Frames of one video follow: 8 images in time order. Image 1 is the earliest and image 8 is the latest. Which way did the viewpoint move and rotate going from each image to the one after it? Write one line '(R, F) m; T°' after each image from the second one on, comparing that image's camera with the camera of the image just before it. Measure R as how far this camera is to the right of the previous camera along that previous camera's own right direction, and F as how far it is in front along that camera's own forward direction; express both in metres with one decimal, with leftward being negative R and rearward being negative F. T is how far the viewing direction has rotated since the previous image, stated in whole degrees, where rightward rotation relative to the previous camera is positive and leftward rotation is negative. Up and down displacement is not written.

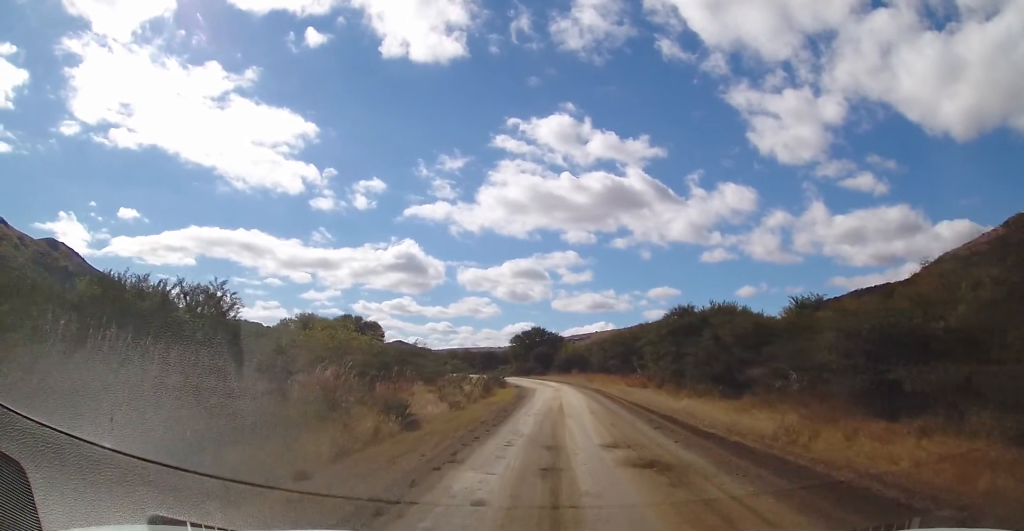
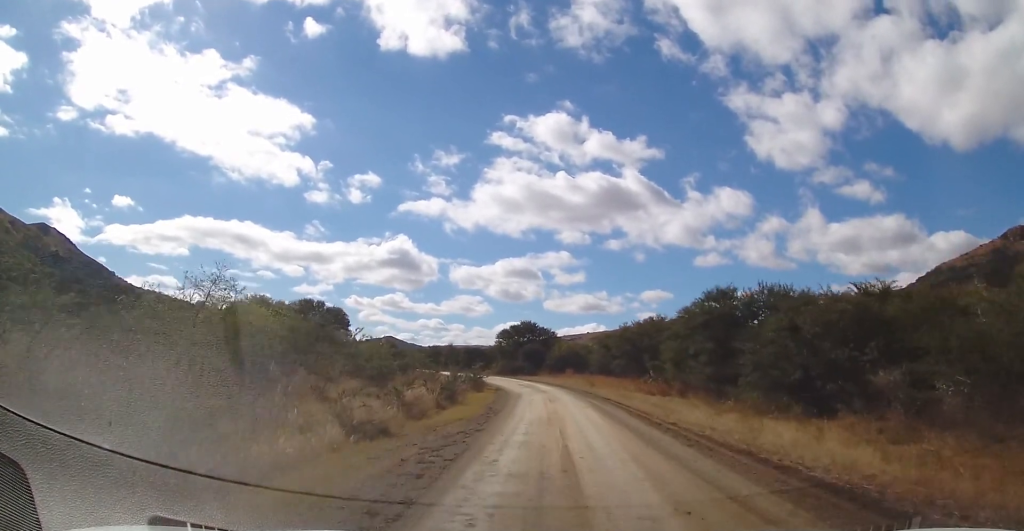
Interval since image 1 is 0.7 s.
(0.0, +13.5) m; -1°
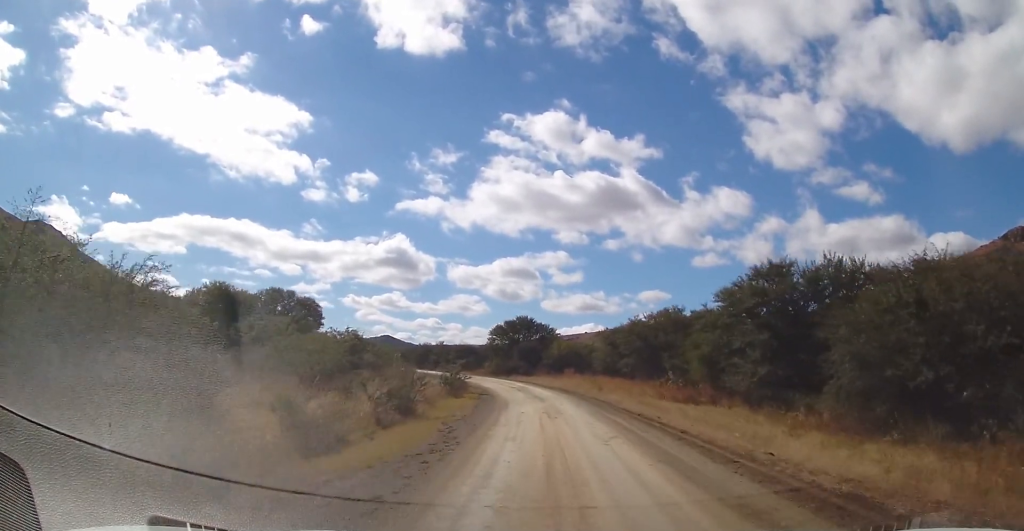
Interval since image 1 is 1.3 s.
(+0.1, +9.7) m; -1°
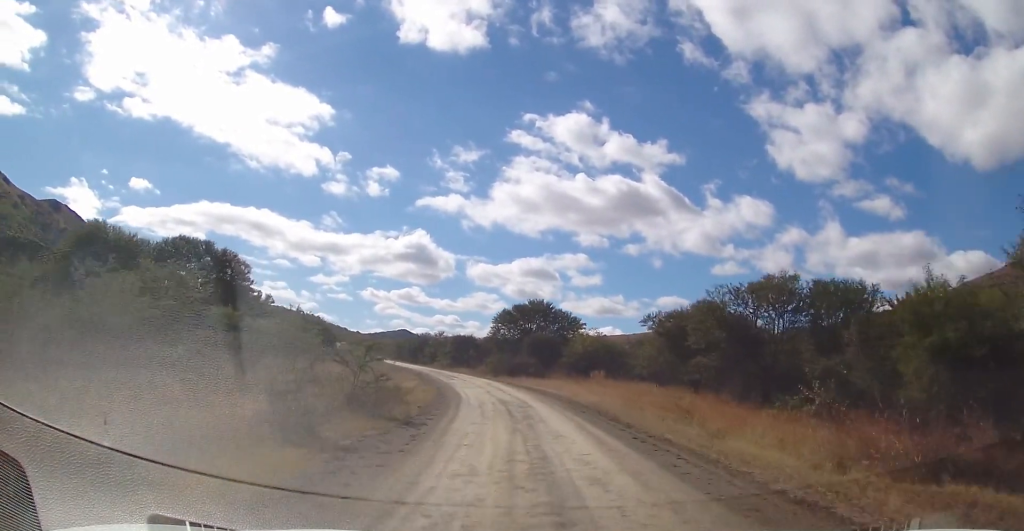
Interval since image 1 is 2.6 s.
(-0.5, +23.3) m; -2°
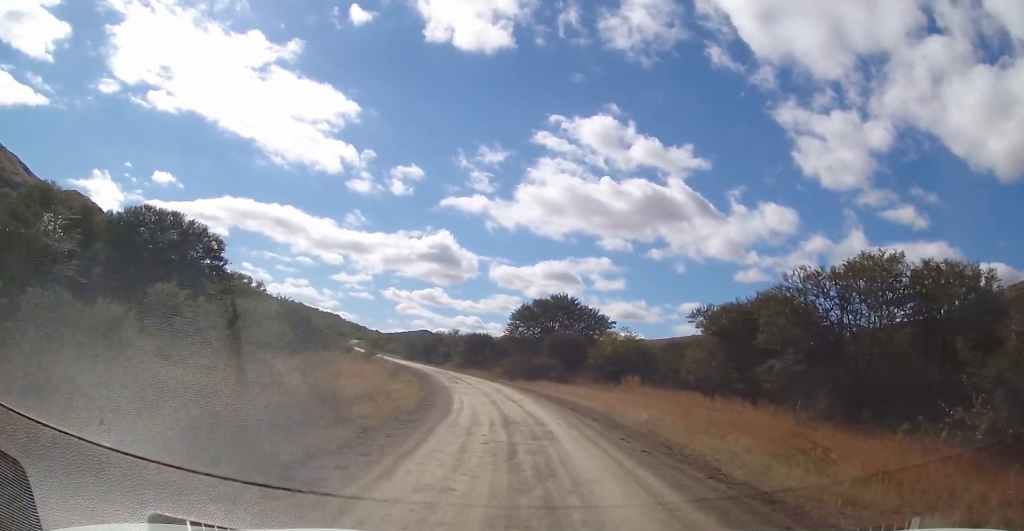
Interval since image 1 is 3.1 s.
(+0.1, +8.6) m; -1°
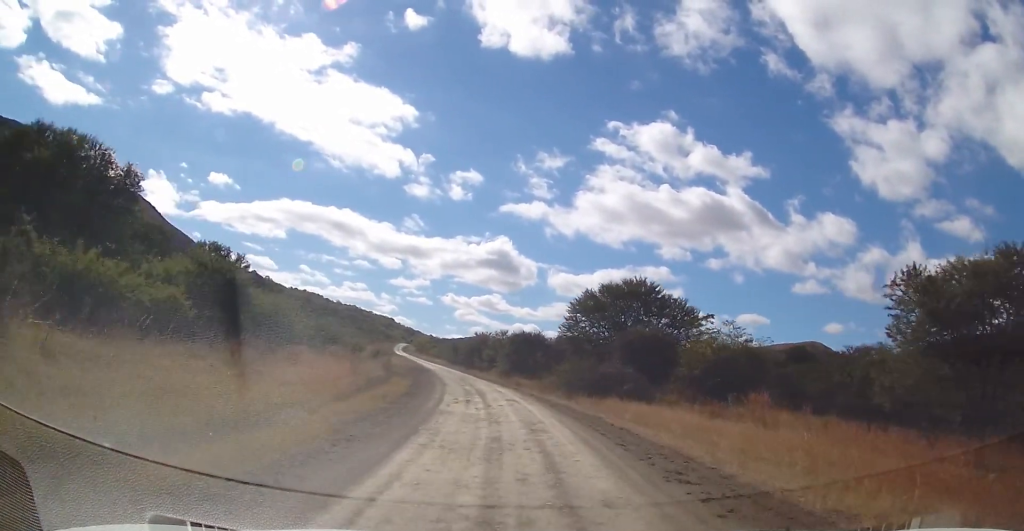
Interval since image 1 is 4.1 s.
(-0.6, +17.3) m; -6°
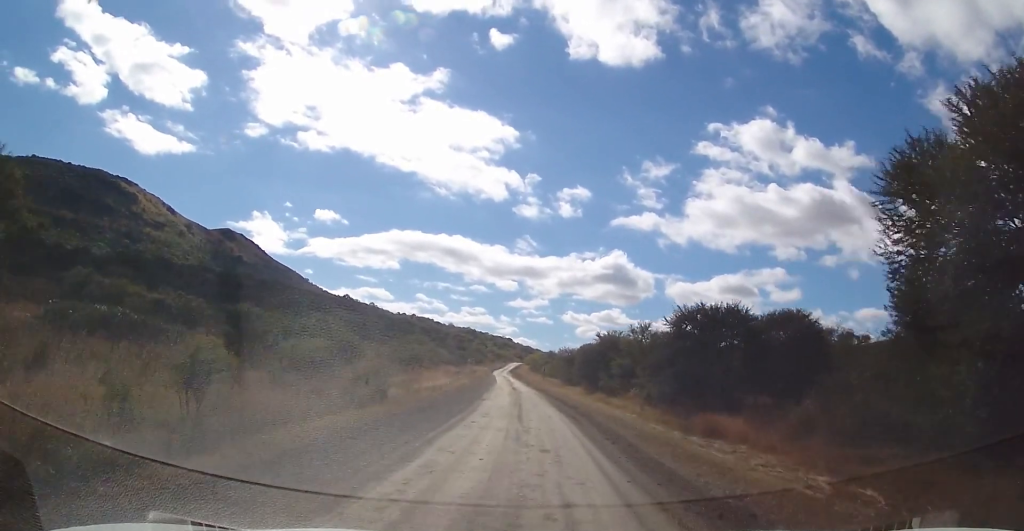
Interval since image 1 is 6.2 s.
(-3.1, +37.3) m; -9°
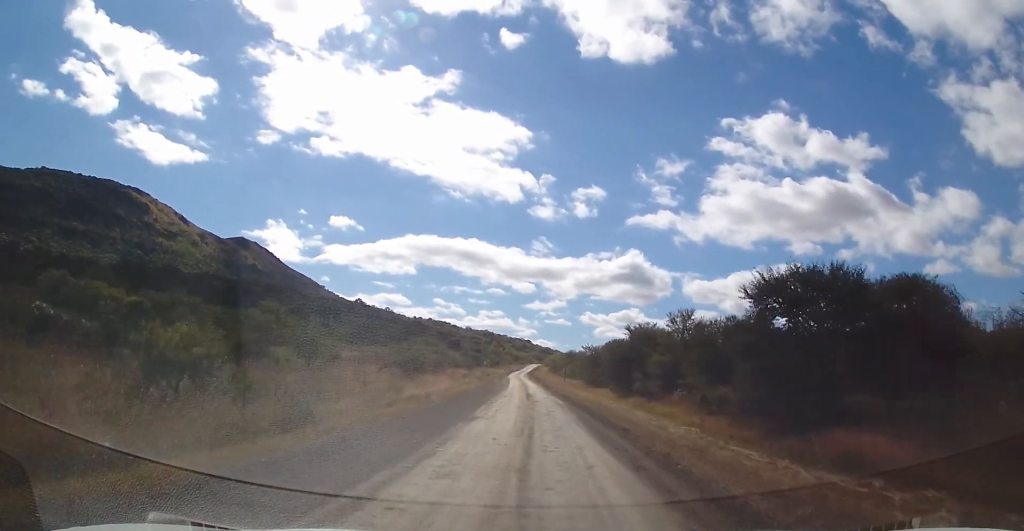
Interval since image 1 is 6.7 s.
(-0.5, +9.9) m; -3°
